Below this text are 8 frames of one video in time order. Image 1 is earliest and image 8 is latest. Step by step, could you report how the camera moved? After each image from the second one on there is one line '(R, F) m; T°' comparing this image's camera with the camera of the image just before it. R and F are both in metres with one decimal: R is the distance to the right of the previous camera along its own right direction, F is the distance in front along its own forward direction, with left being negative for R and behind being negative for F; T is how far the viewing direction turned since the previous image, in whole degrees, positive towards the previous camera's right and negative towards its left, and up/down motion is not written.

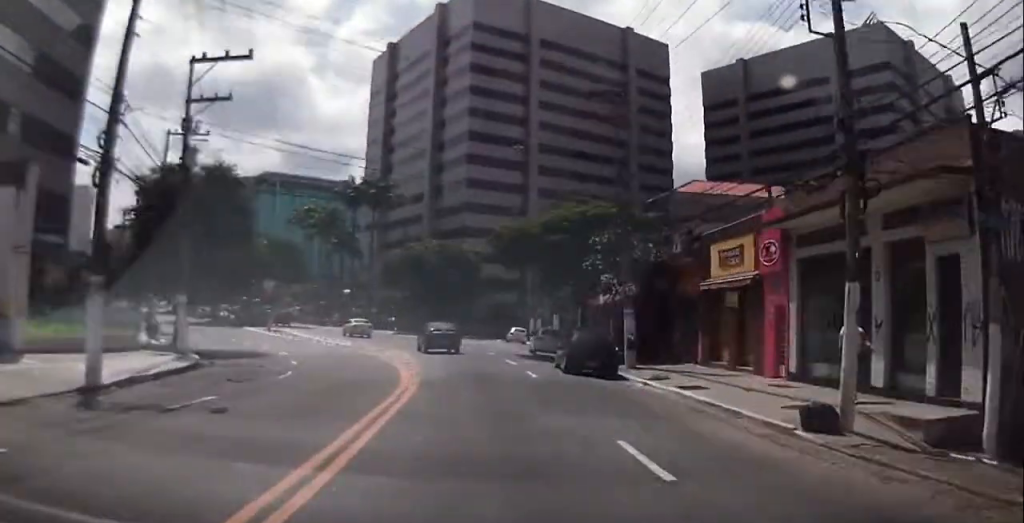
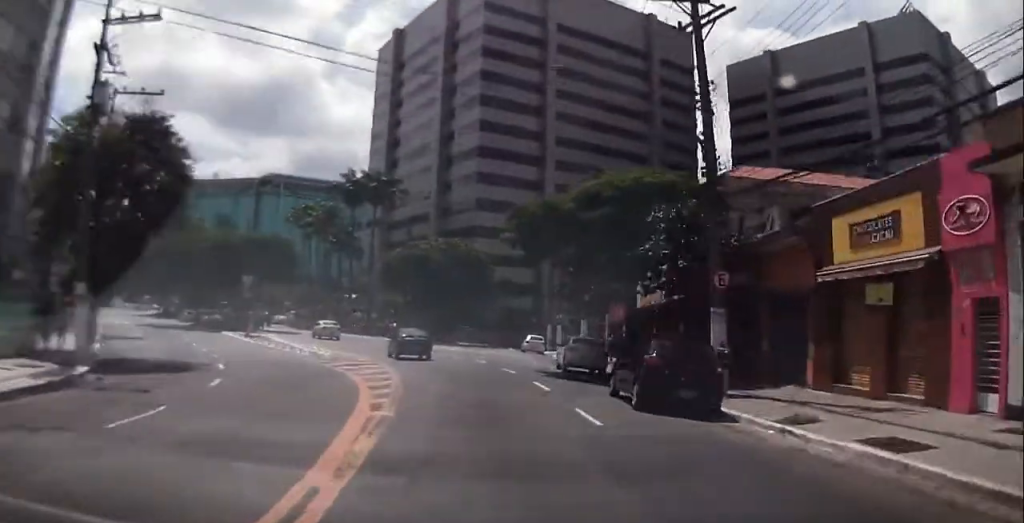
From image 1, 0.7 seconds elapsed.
(0.0, +8.6) m; 0°
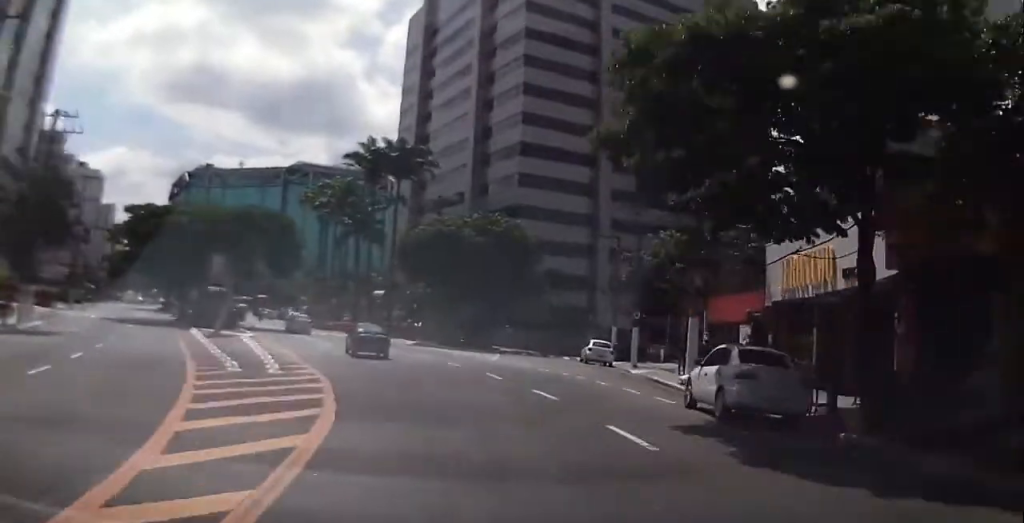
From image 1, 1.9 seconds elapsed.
(0.0, +14.3) m; -4°
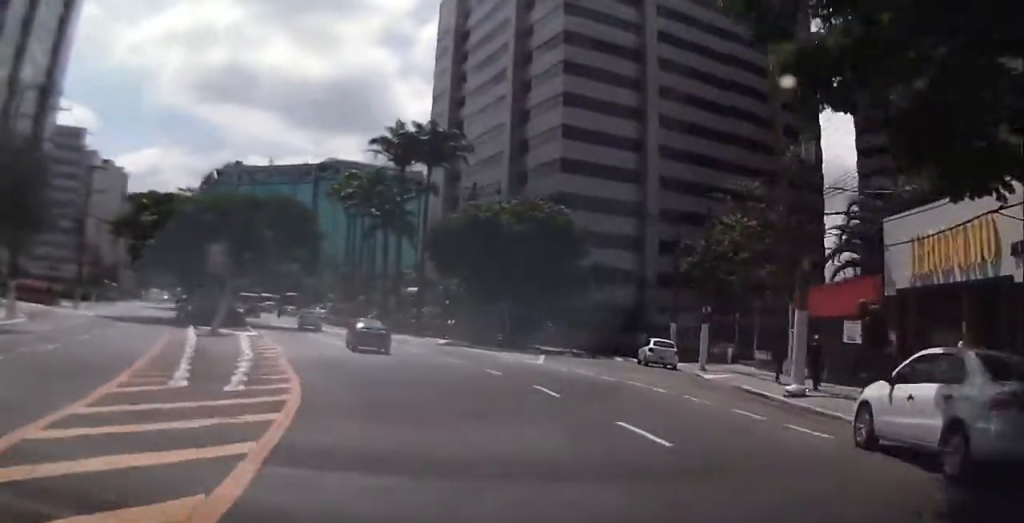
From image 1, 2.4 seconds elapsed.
(-0.4, +6.1) m; -3°
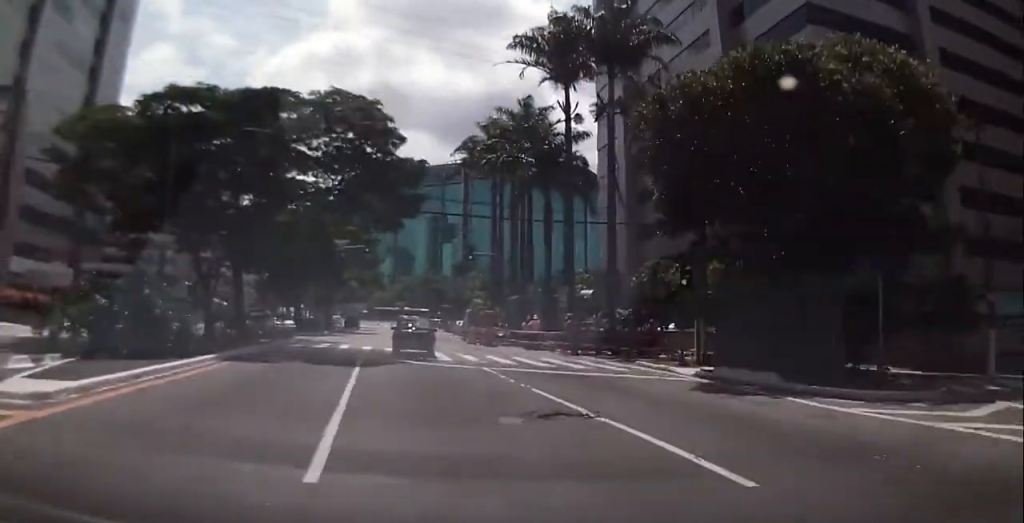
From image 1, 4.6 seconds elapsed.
(-3.6, +26.9) m; -17°
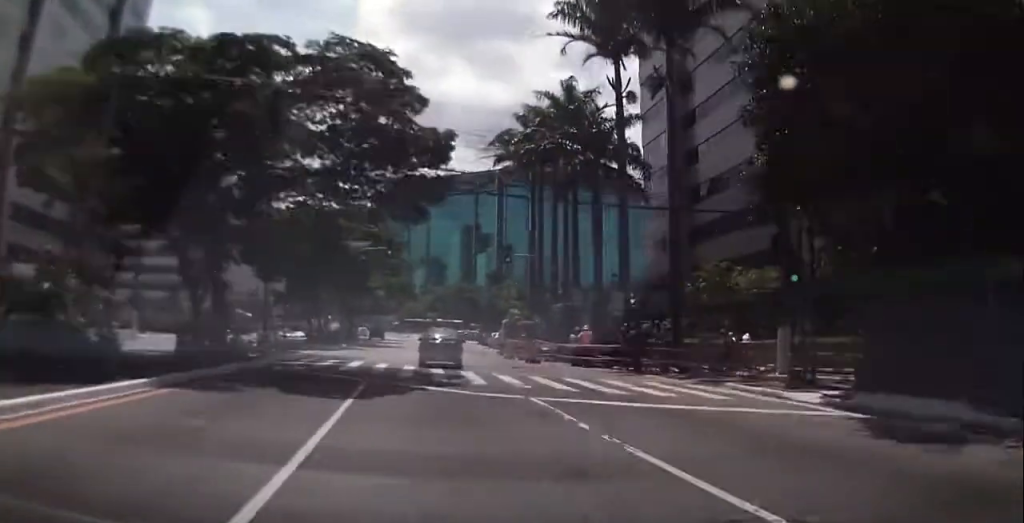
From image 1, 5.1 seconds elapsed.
(-0.2, +5.9) m; -3°
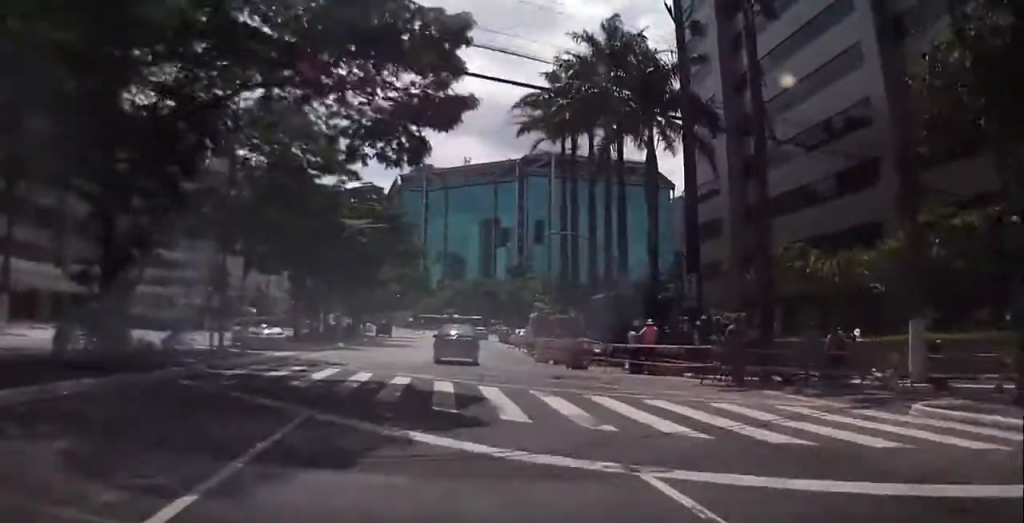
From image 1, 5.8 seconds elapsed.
(-0.3, +8.2) m; -2°
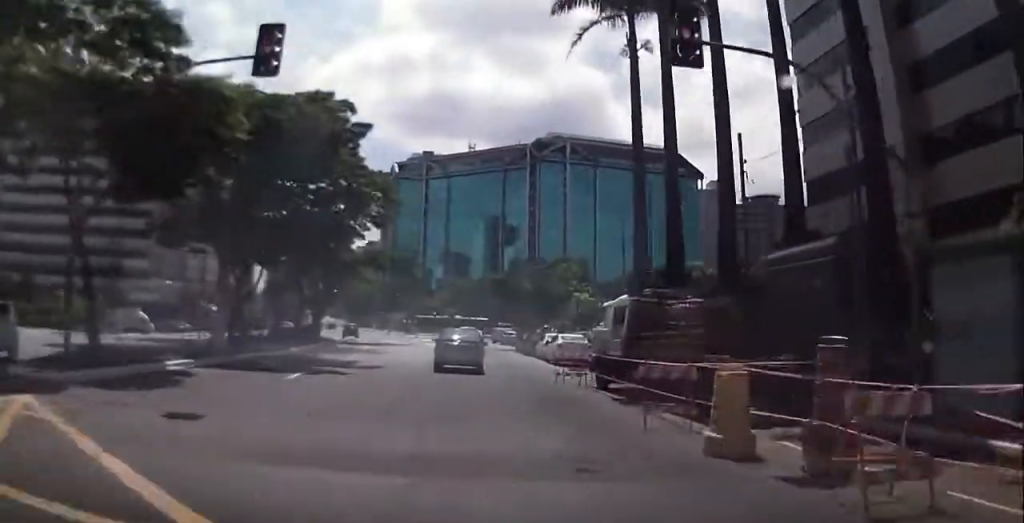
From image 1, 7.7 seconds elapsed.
(0.0, +22.1) m; +2°
